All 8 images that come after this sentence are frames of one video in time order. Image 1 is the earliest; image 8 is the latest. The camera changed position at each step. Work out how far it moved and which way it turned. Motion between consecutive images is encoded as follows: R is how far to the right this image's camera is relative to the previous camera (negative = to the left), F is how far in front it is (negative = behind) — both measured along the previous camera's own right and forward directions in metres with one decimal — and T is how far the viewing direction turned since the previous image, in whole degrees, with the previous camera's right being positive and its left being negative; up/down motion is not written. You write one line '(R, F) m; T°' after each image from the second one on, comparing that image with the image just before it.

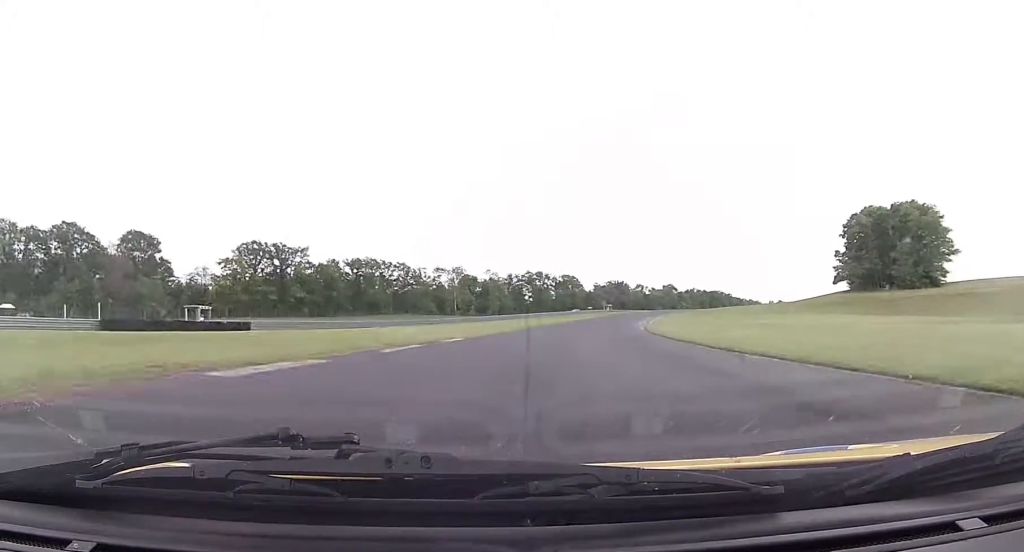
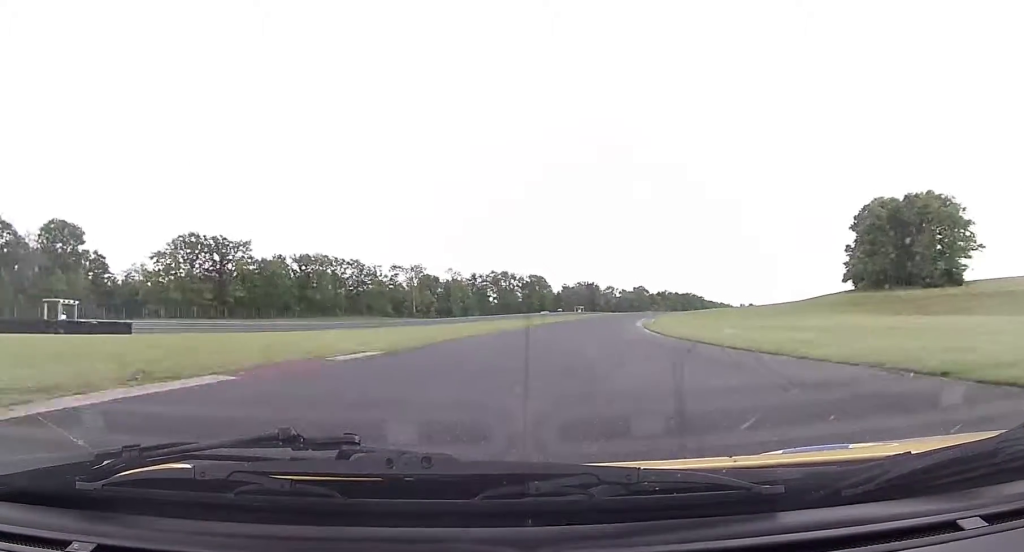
(+0.6, +17.7) m; +4°
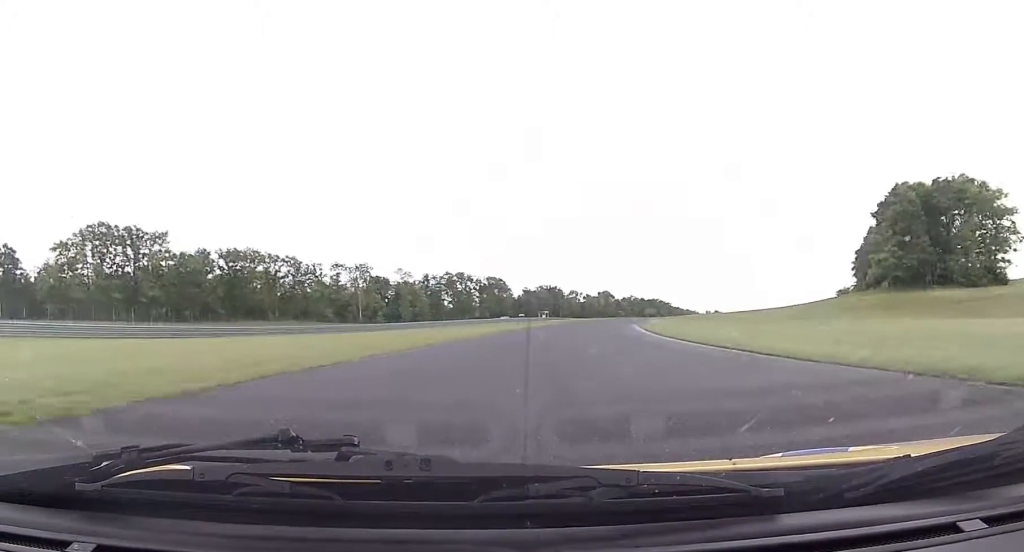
(+1.0, +22.3) m; +4°
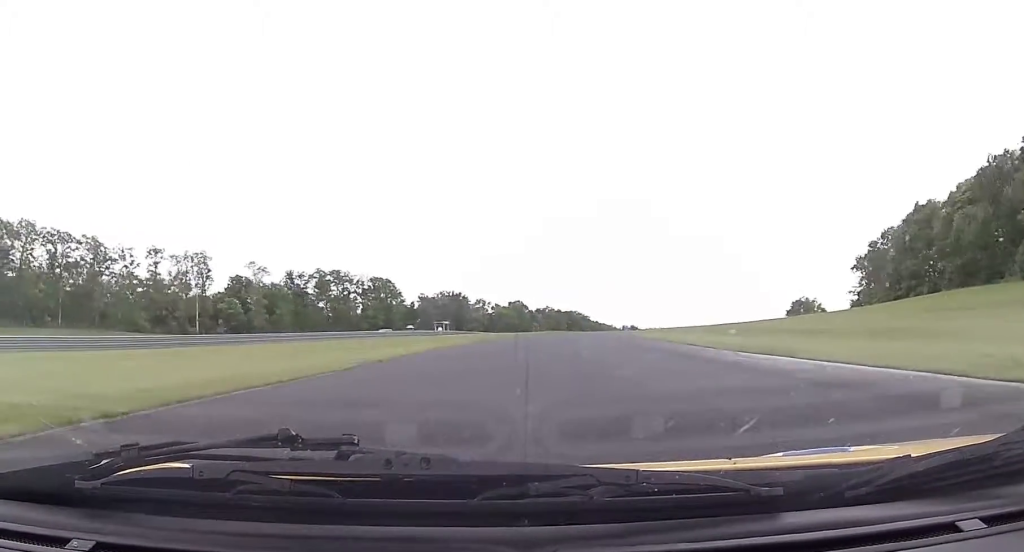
(+3.7, +54.4) m; +9°
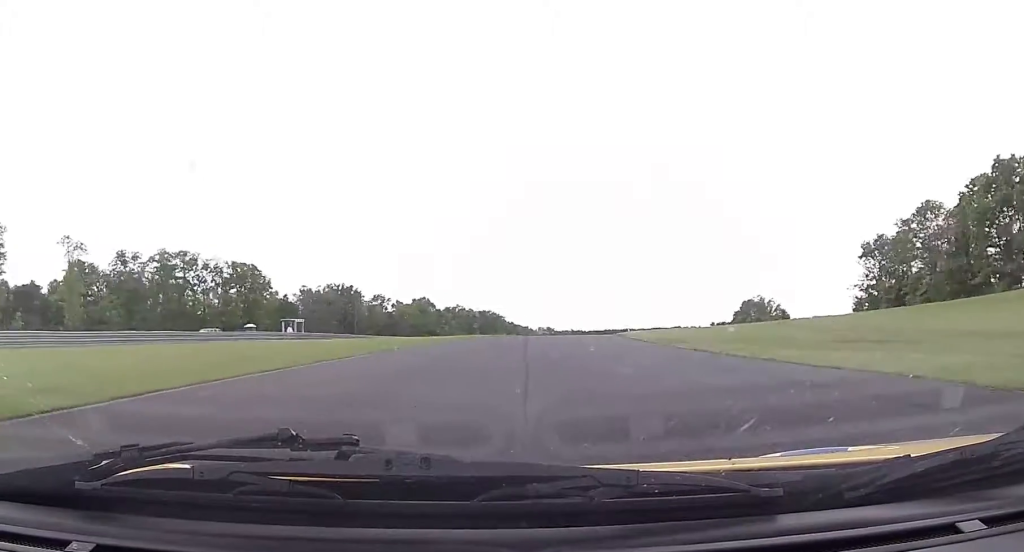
(+3.1, +42.3) m; +5°
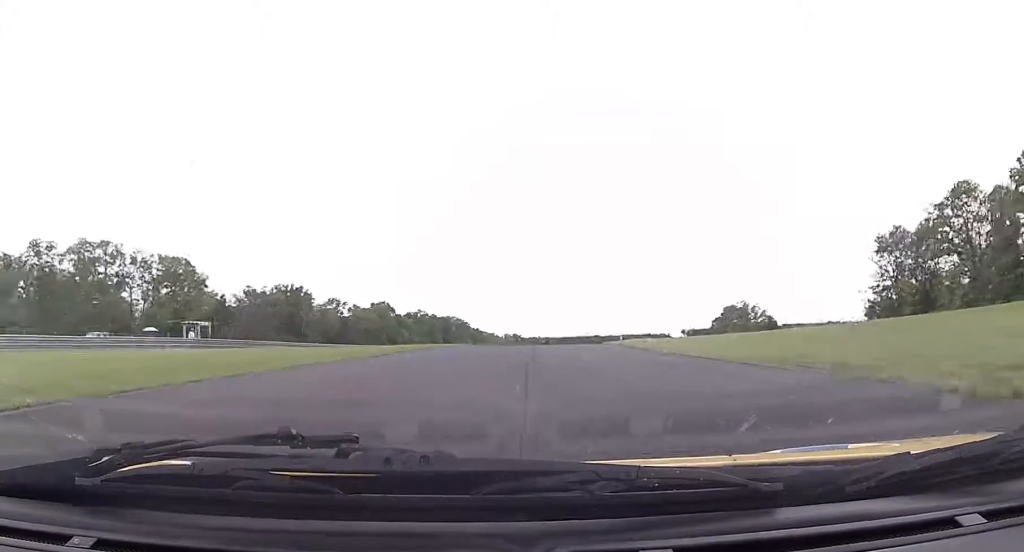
(+0.4, +17.3) m; +2°
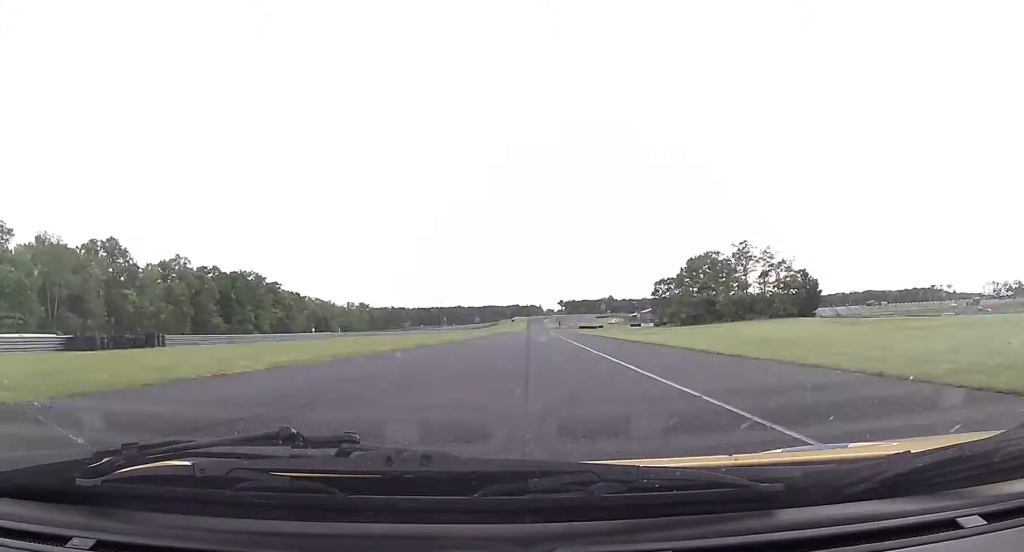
(+11.9, +108.6) m; +12°
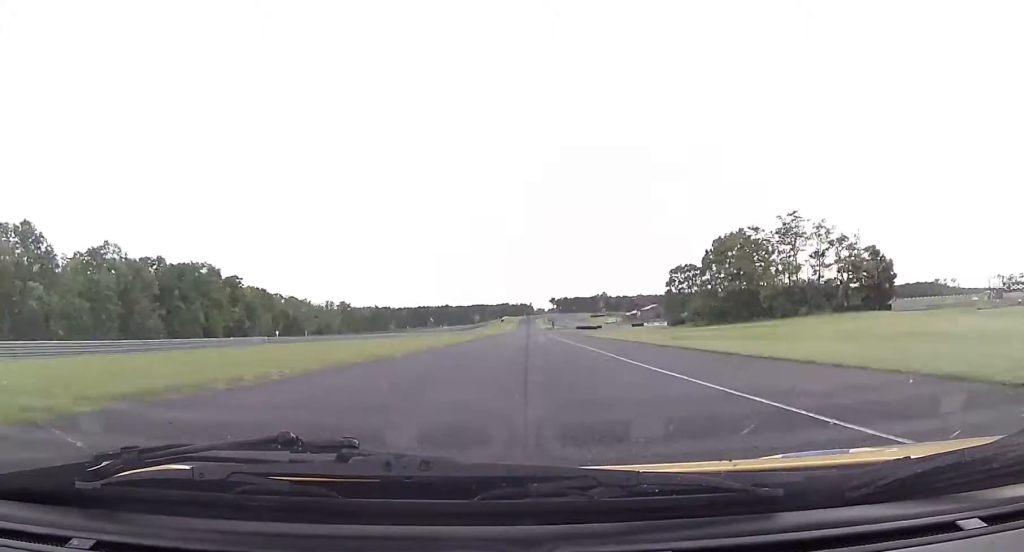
(+0.4, +28.1) m; +2°
